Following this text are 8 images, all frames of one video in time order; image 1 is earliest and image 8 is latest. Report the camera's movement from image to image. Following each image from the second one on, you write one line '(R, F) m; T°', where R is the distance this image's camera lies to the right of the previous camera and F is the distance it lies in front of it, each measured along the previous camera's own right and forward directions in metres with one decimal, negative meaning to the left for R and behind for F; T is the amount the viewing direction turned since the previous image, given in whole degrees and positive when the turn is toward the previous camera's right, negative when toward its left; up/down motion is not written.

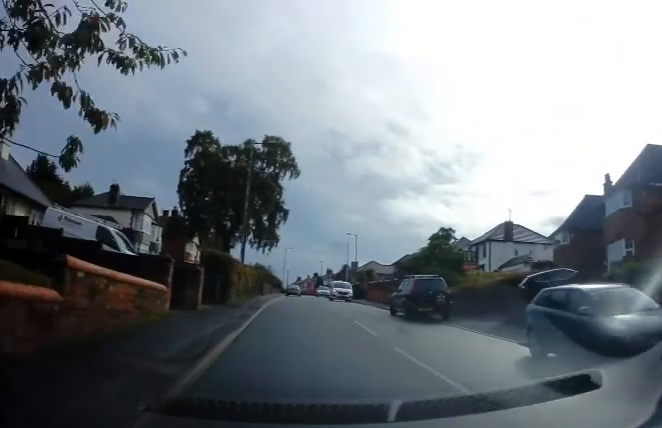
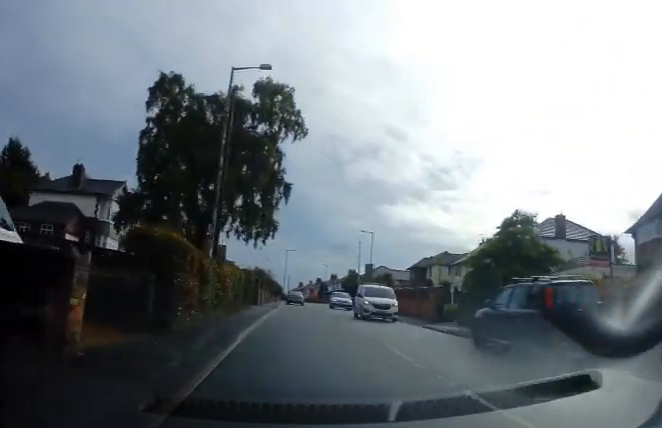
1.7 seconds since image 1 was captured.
(-0.2, +9.9) m; 0°
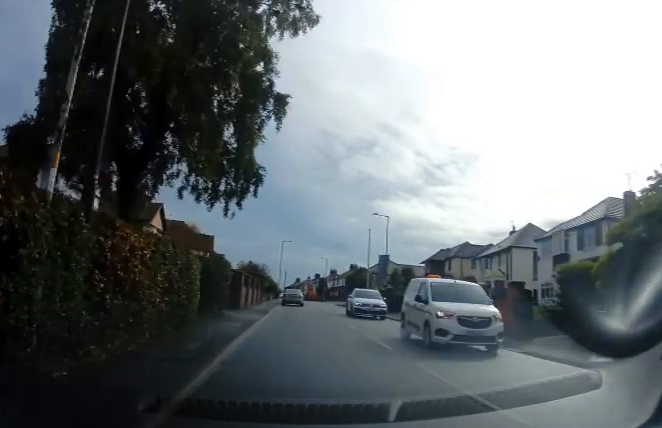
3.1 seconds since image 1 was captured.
(+0.2, +9.8) m; 0°
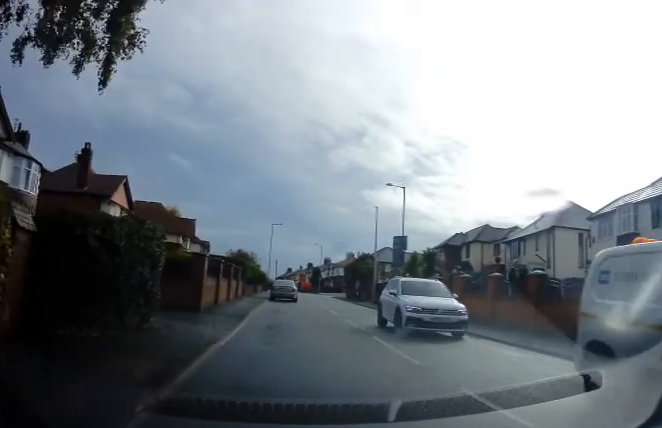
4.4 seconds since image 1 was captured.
(-0.1, +8.0) m; -1°
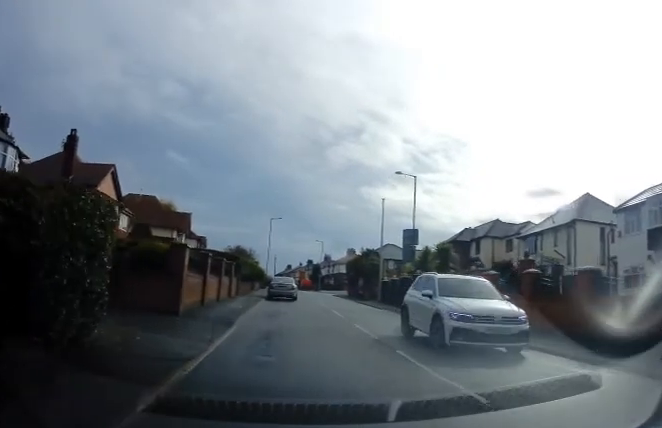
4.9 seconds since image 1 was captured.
(0.0, +2.5) m; 0°
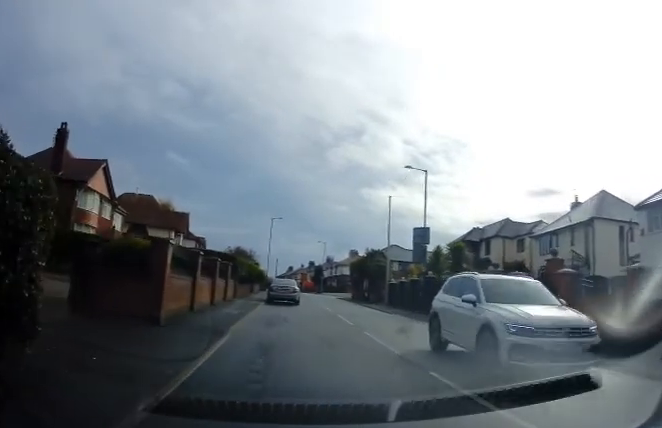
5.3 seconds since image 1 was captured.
(+0.1, +1.9) m; 0°
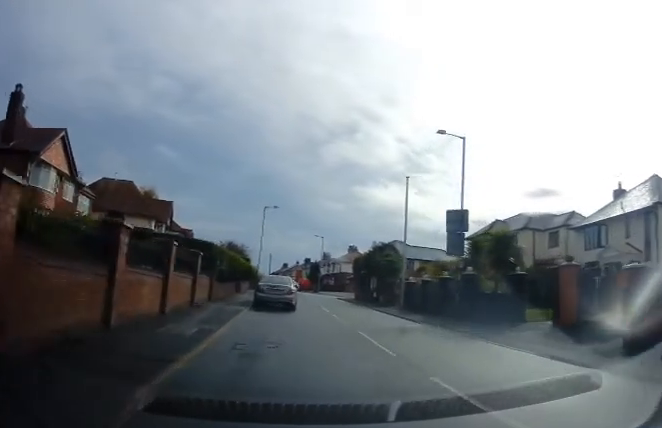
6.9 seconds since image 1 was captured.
(-0.1, +5.7) m; 0°
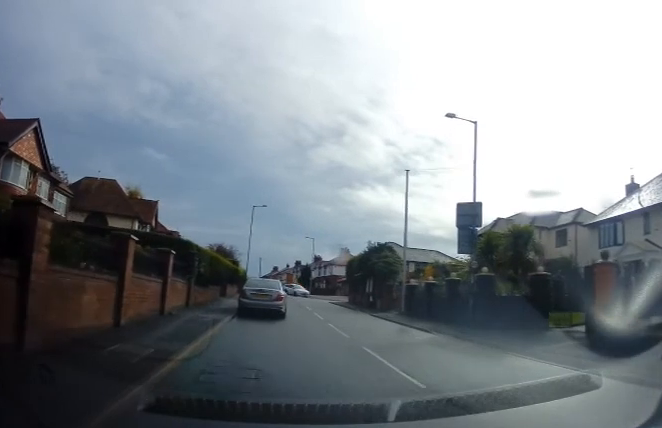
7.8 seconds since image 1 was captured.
(+0.1, +2.2) m; +4°
